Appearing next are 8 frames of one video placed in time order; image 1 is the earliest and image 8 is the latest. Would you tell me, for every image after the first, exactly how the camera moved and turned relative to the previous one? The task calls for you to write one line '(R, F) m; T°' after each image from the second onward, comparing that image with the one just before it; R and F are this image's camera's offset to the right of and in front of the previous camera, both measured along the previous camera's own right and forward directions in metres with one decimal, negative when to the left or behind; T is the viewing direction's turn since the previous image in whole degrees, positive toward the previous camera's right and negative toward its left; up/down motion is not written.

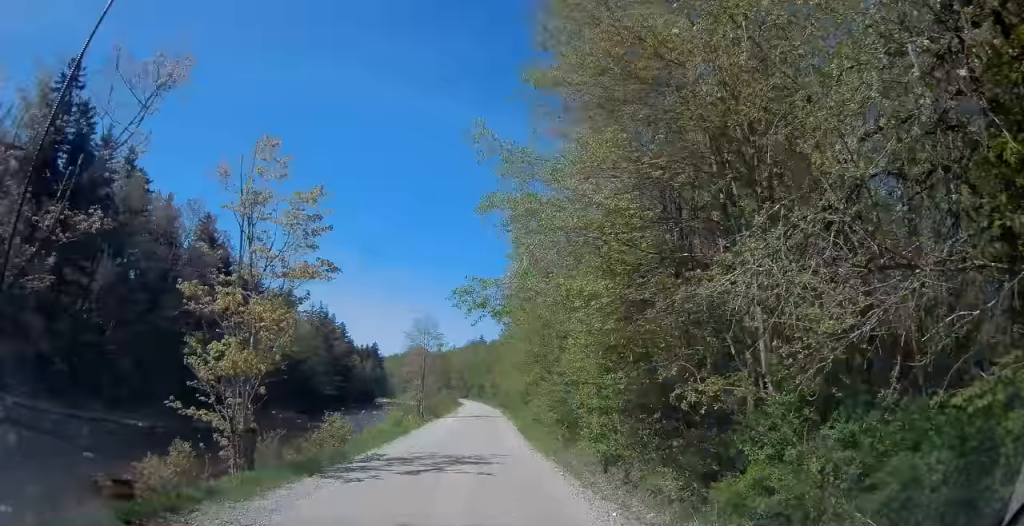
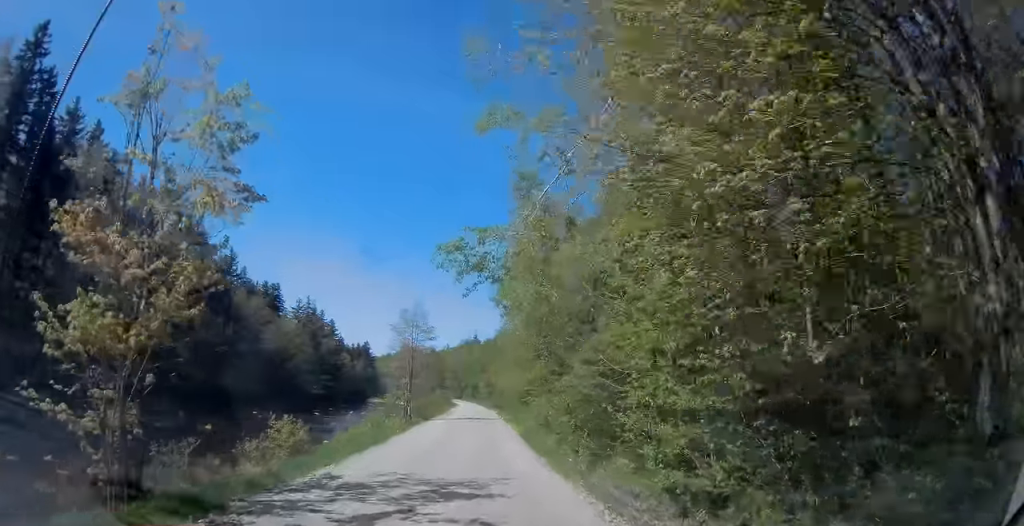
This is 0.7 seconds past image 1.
(+0.1, +6.1) m; 0°
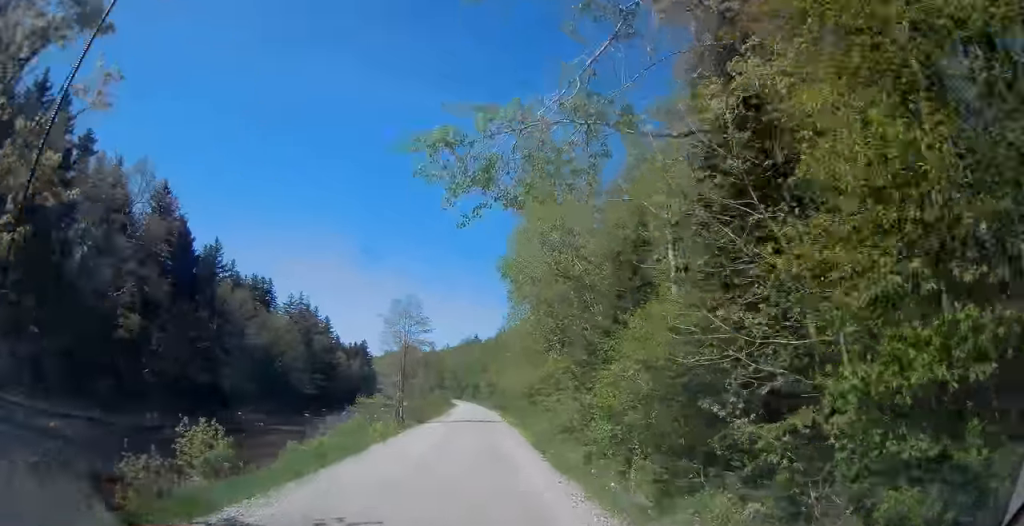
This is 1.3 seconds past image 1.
(+0.1, +5.9) m; 0°
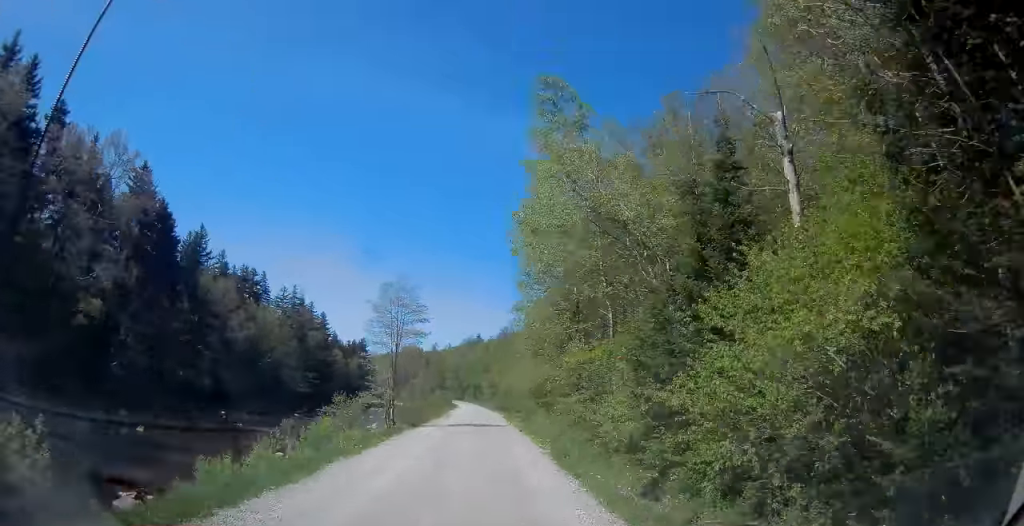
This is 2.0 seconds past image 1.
(-0.2, +6.6) m; 0°
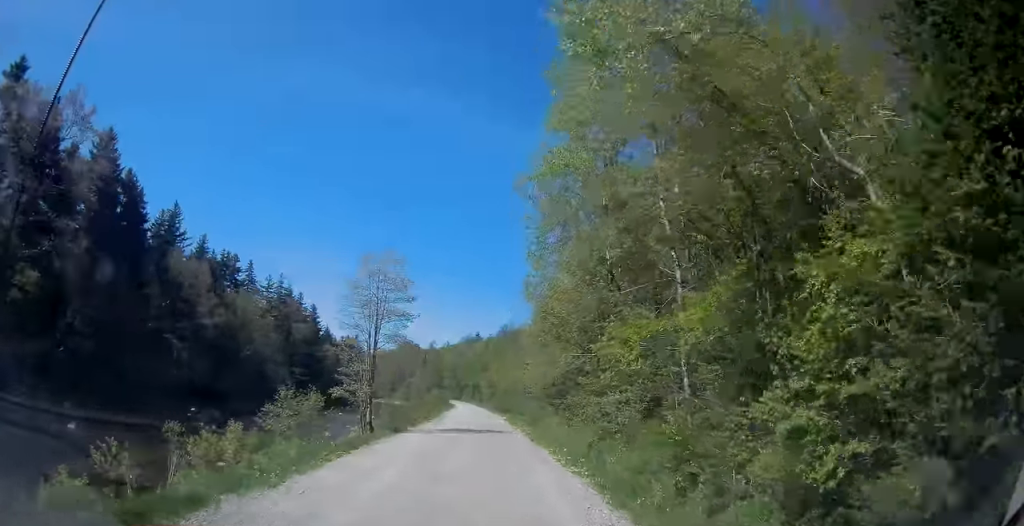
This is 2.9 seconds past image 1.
(+0.1, +8.5) m; 0°
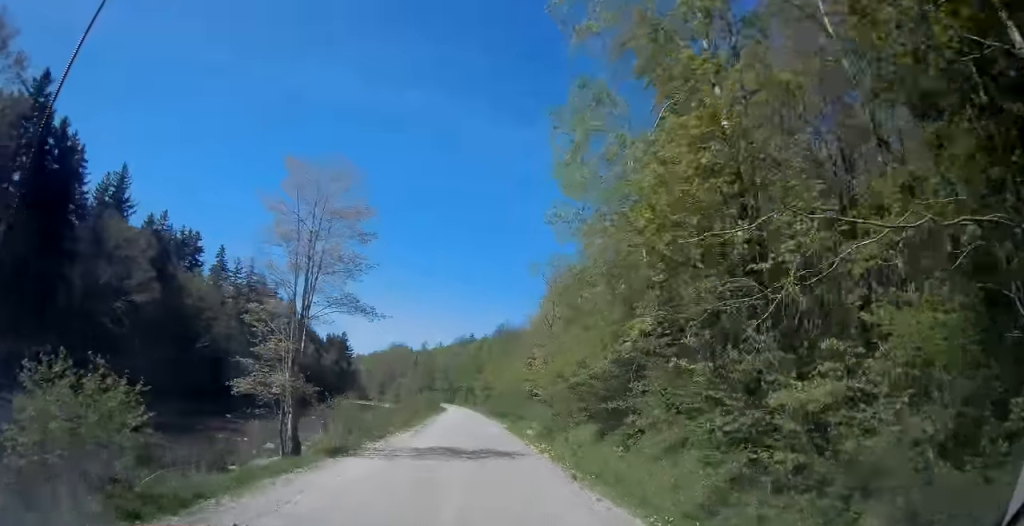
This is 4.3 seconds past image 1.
(-0.2, +13.1) m; 0°
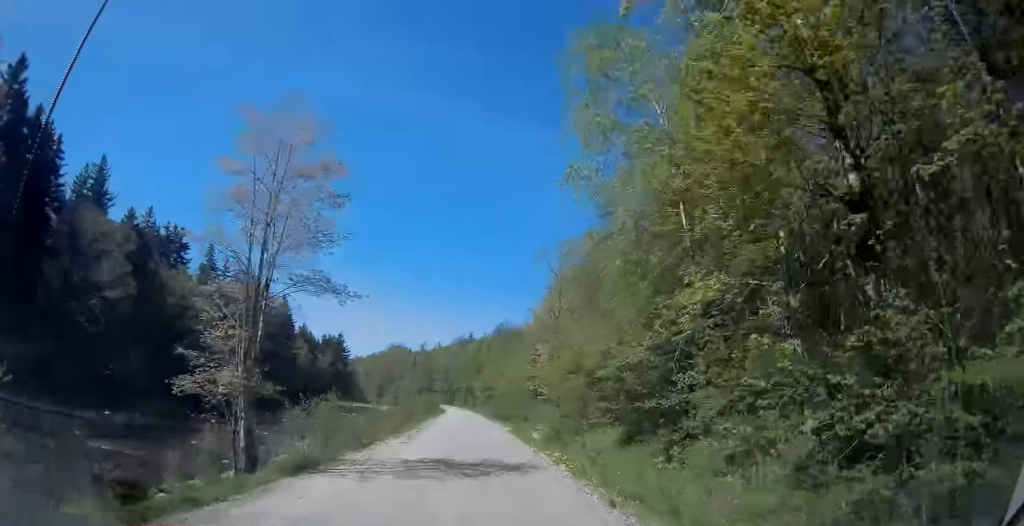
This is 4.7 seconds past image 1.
(+0.1, +4.1) m; 0°
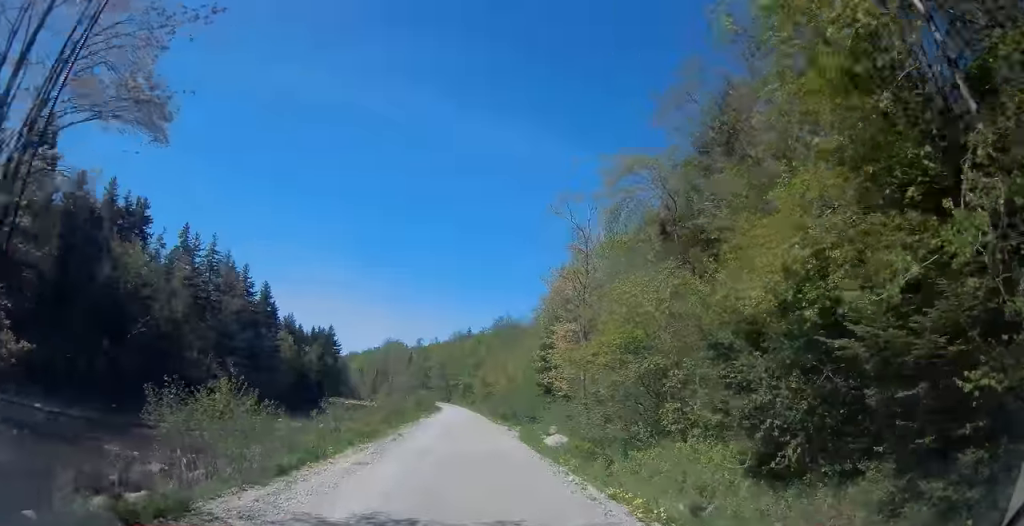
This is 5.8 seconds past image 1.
(0.0, +10.5) m; +1°
